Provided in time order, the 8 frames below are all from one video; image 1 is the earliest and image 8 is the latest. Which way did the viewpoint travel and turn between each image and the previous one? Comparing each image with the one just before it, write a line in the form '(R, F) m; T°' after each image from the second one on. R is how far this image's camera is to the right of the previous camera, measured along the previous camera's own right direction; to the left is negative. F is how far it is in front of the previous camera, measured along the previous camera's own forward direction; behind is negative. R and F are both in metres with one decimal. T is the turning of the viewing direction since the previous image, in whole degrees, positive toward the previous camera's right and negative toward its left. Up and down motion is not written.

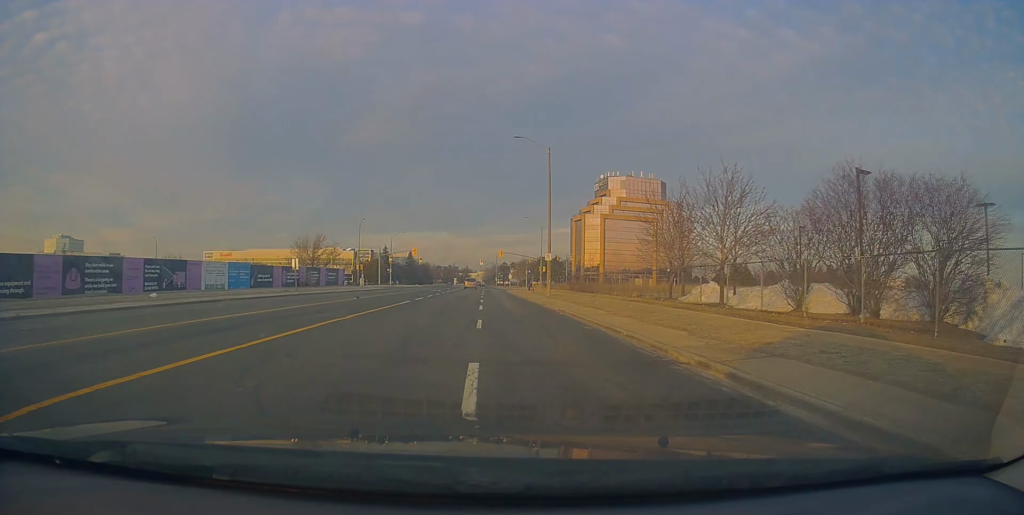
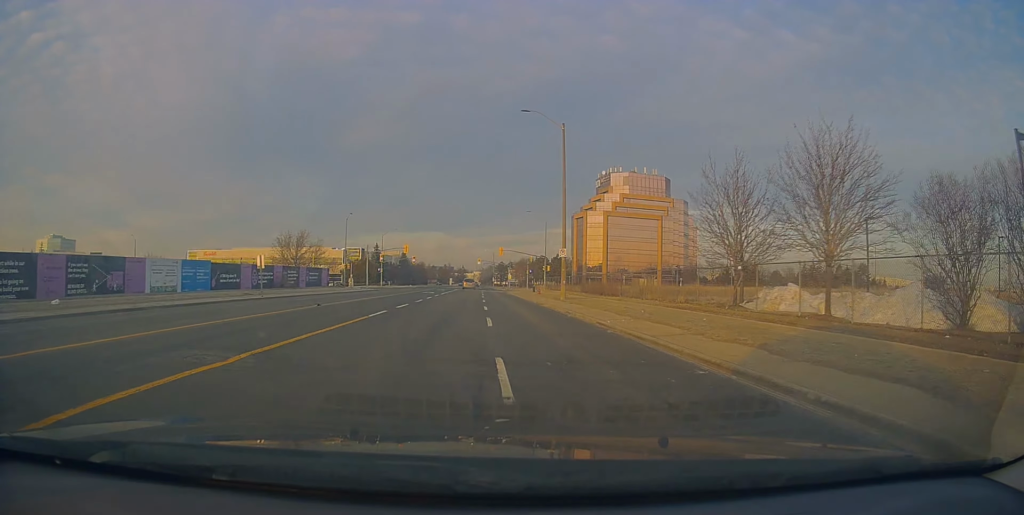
(-0.1, +8.4) m; 0°
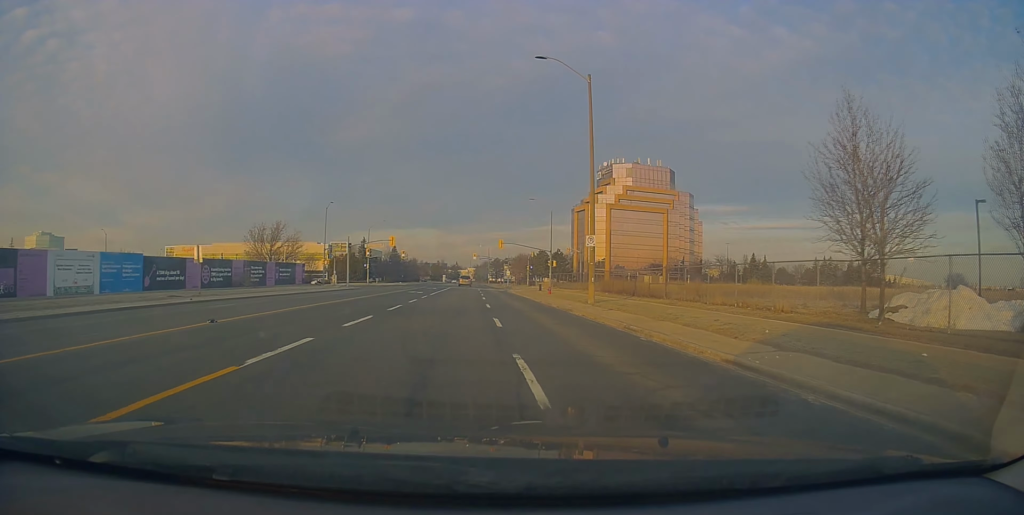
(-0.1, +10.2) m; 0°
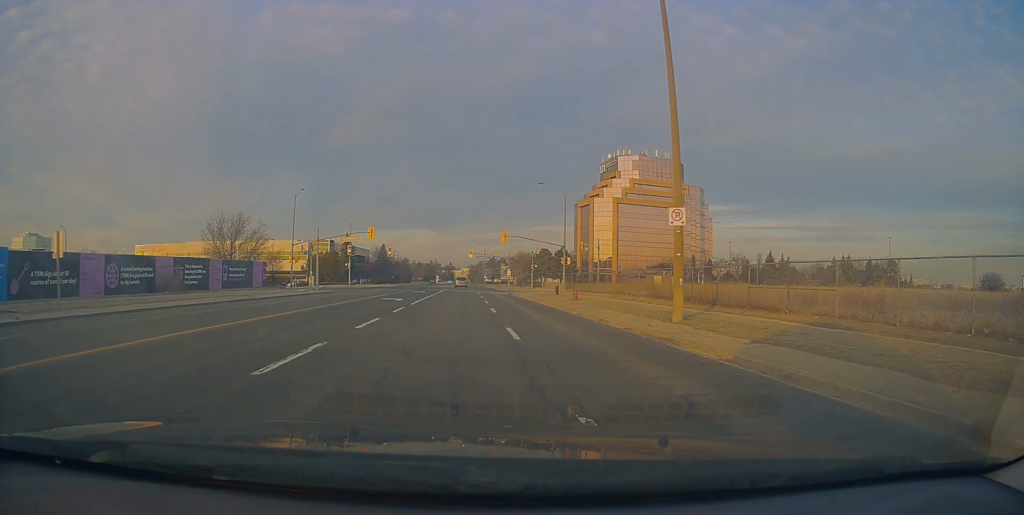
(+0.1, +13.2) m; +1°
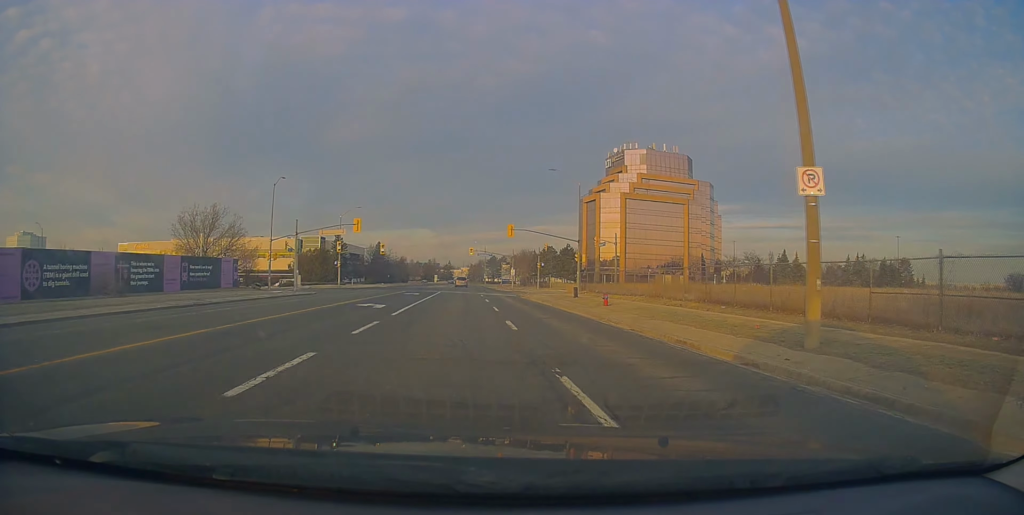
(0.0, +7.8) m; +1°
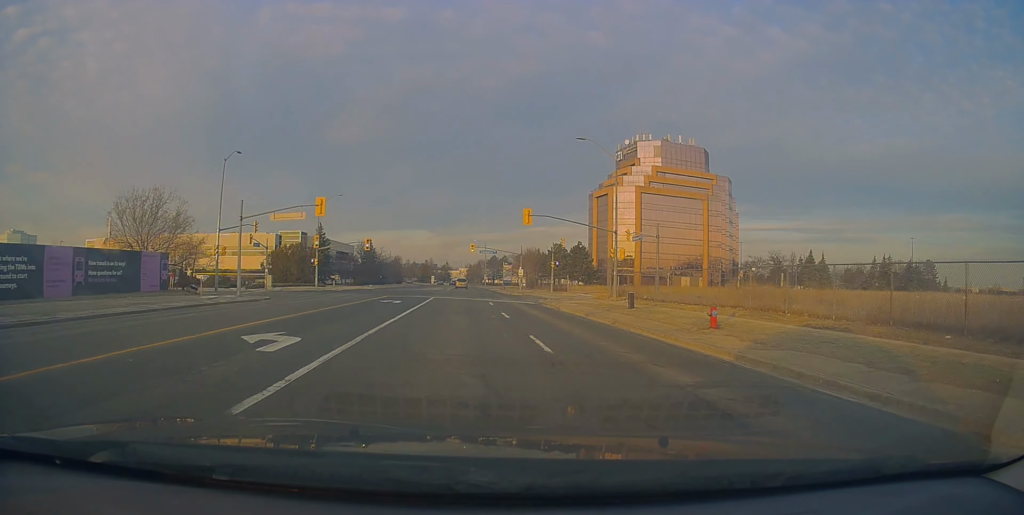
(+0.4, +13.1) m; 0°
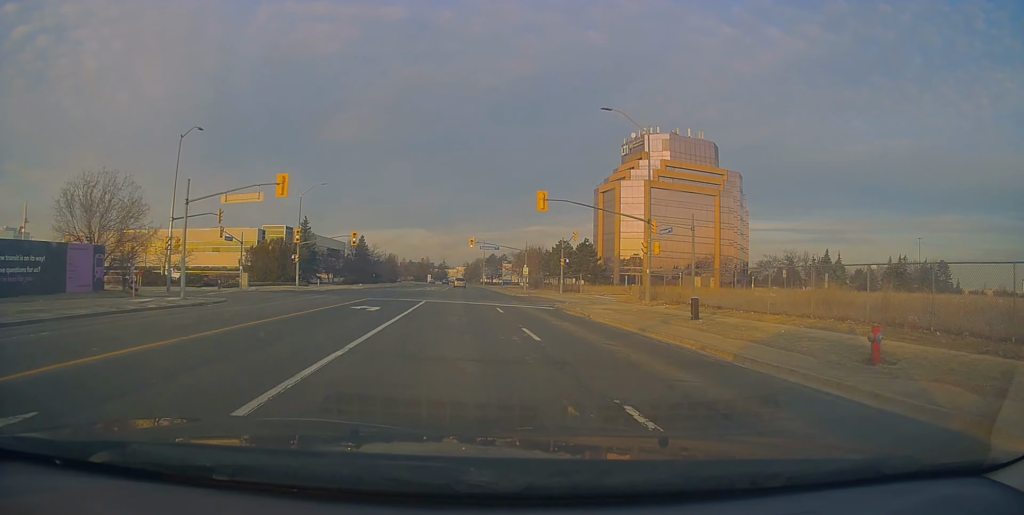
(-0.1, +7.8) m; 0°
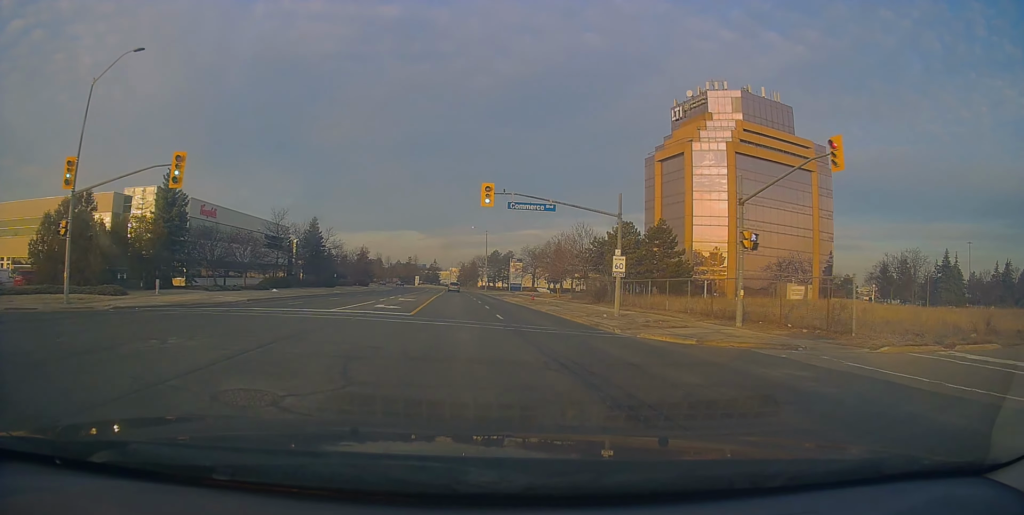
(-0.2, +40.4) m; 0°
